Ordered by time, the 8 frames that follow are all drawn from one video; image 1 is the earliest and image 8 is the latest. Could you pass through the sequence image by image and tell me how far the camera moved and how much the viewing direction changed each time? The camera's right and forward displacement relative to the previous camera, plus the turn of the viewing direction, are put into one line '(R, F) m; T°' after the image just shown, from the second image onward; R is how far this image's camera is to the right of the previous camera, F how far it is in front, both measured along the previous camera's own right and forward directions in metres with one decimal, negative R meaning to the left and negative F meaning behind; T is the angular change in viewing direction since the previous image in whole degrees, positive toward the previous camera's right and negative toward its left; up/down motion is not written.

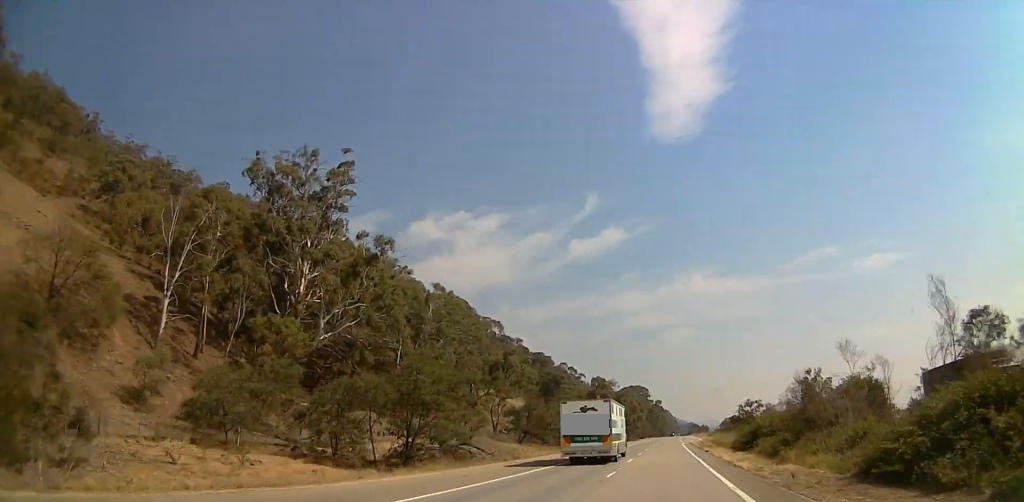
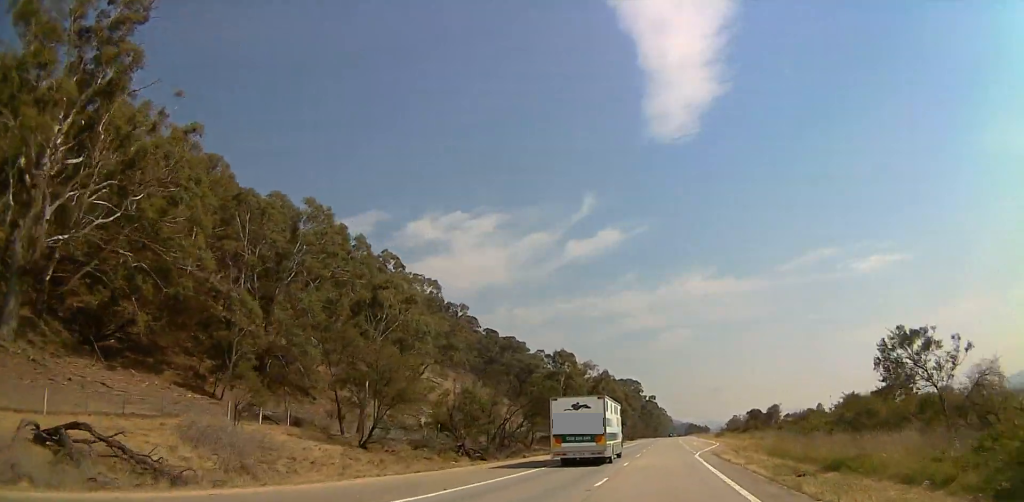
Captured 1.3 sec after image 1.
(-0.3, +43.0) m; 0°
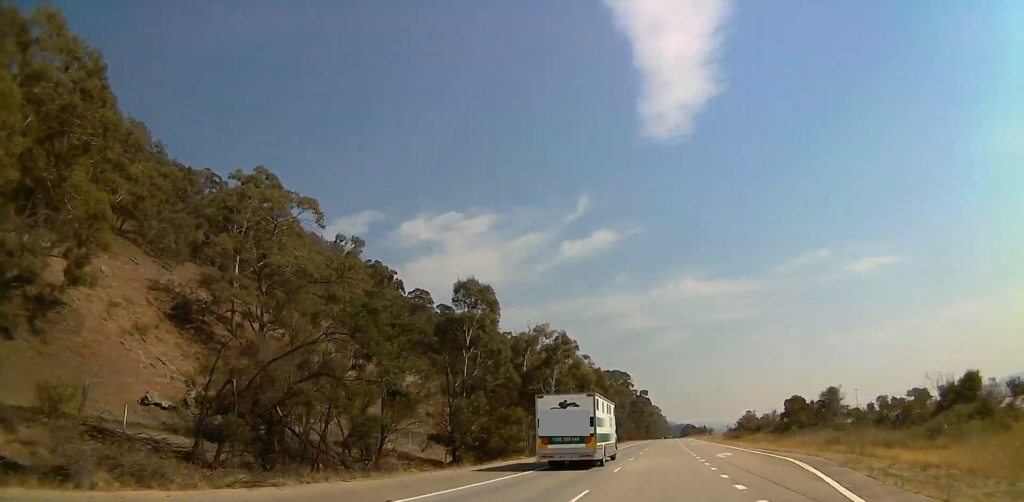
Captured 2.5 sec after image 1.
(+0.5, +40.4) m; +1°
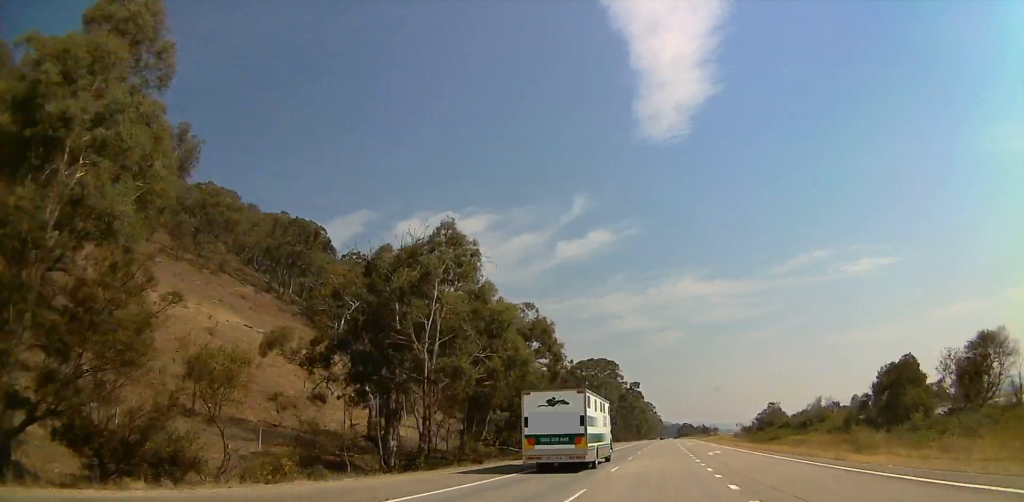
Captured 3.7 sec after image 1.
(-0.1, +34.6) m; -1°
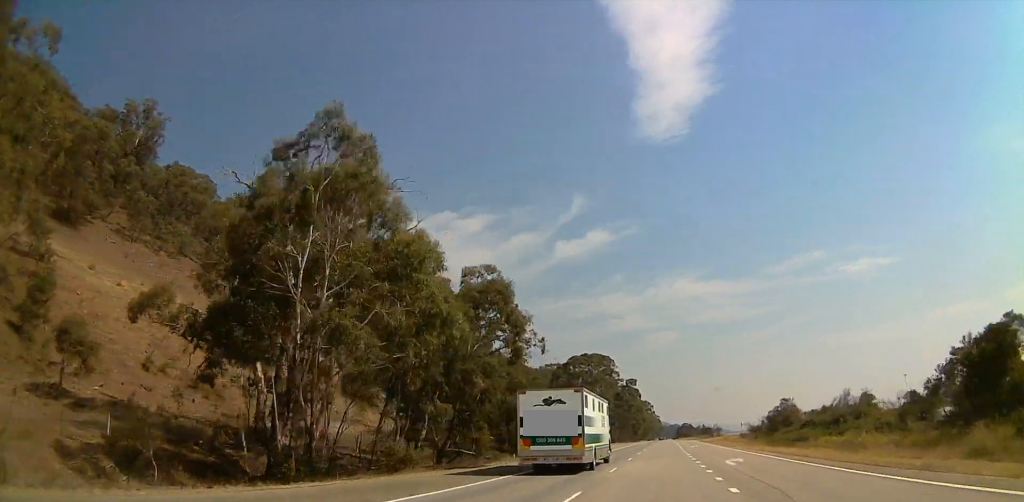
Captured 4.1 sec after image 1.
(-0.1, +12.5) m; 0°
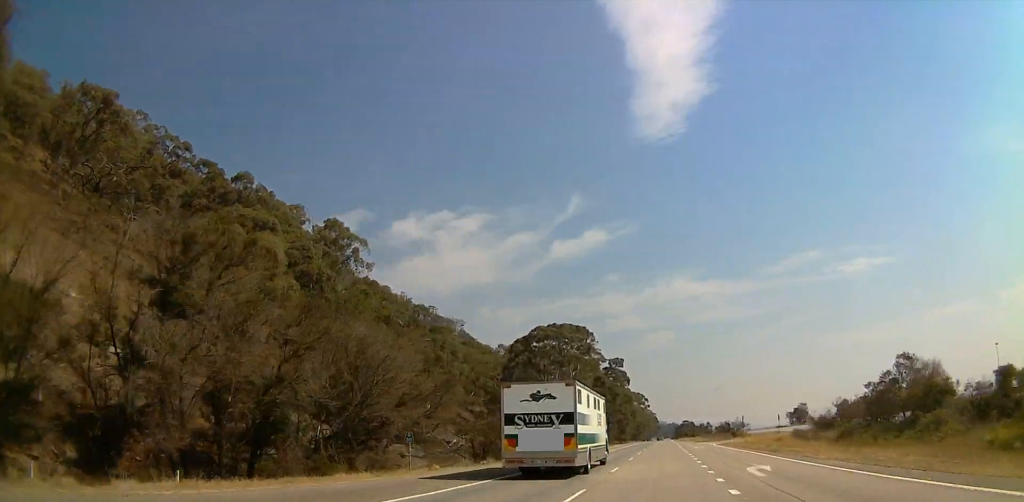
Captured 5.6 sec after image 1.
(+0.2, +42.8) m; +1°
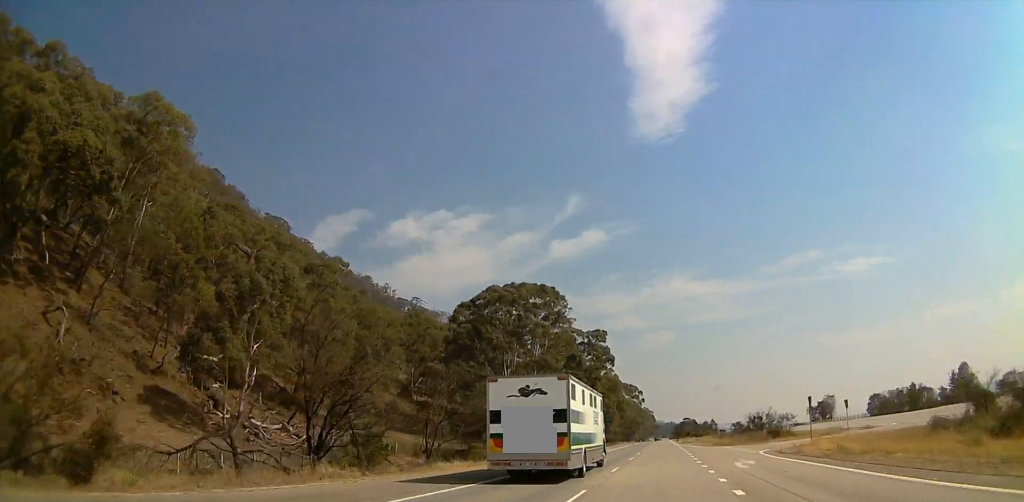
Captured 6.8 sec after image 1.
(+0.3, +29.2) m; 0°
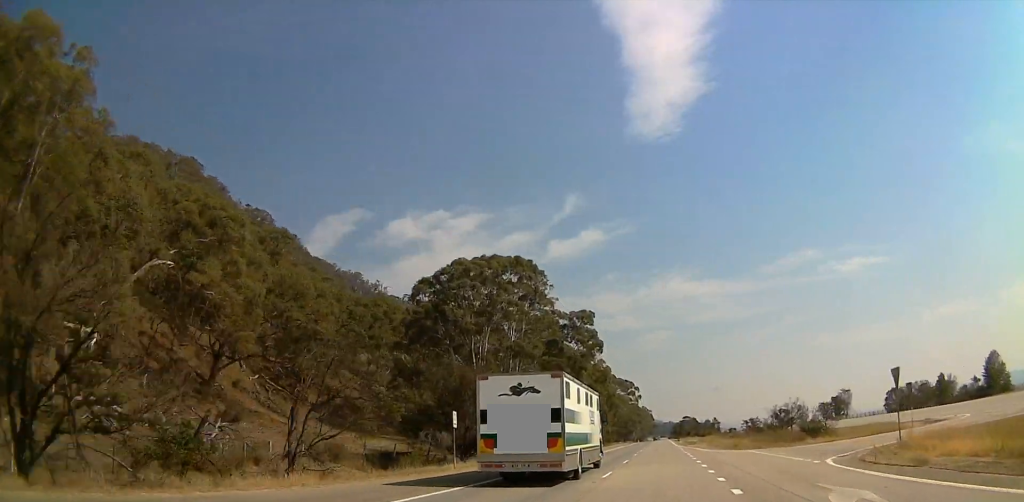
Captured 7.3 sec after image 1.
(0.0, +13.3) m; 0°
